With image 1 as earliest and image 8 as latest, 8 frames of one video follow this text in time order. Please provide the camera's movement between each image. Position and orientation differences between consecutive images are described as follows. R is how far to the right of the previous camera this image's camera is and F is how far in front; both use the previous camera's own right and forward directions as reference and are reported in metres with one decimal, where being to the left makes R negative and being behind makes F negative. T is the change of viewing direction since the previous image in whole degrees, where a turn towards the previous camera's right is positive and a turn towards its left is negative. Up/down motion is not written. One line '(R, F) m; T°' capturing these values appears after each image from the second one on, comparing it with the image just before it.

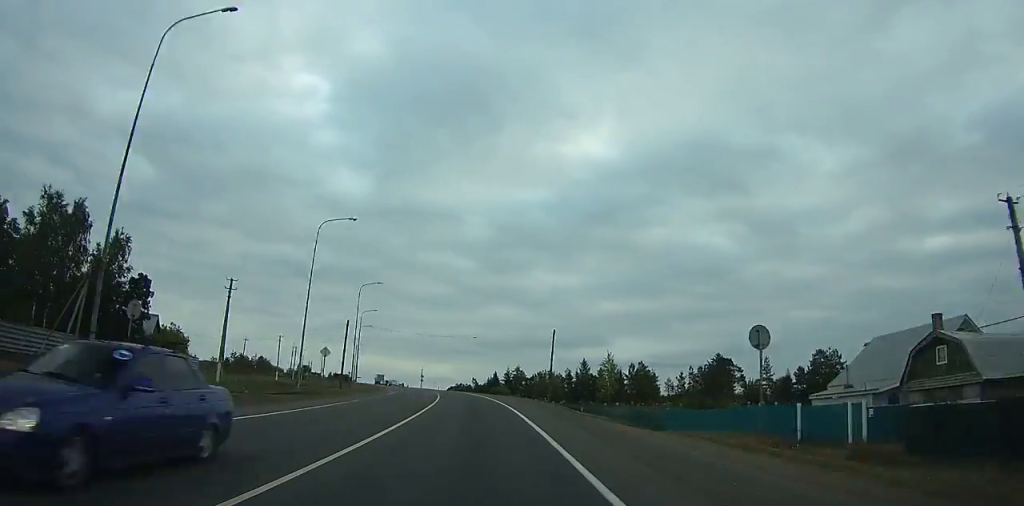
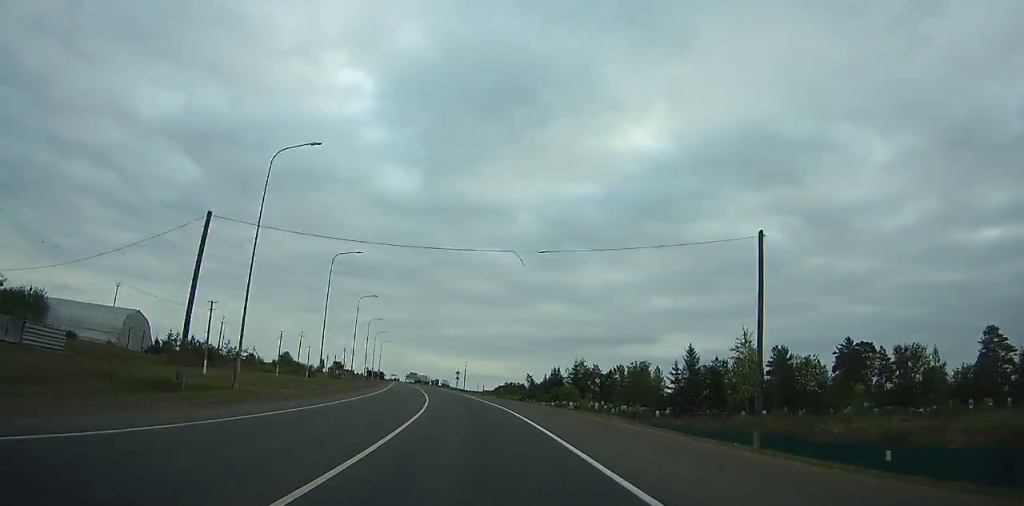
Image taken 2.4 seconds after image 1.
(-1.8, +40.7) m; -5°
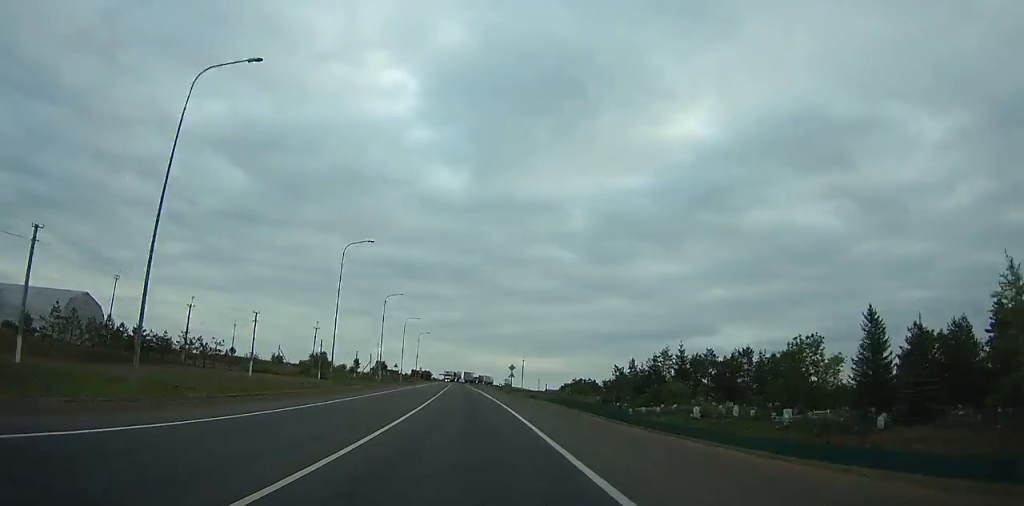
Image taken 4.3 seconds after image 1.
(-0.1, +32.6) m; -4°
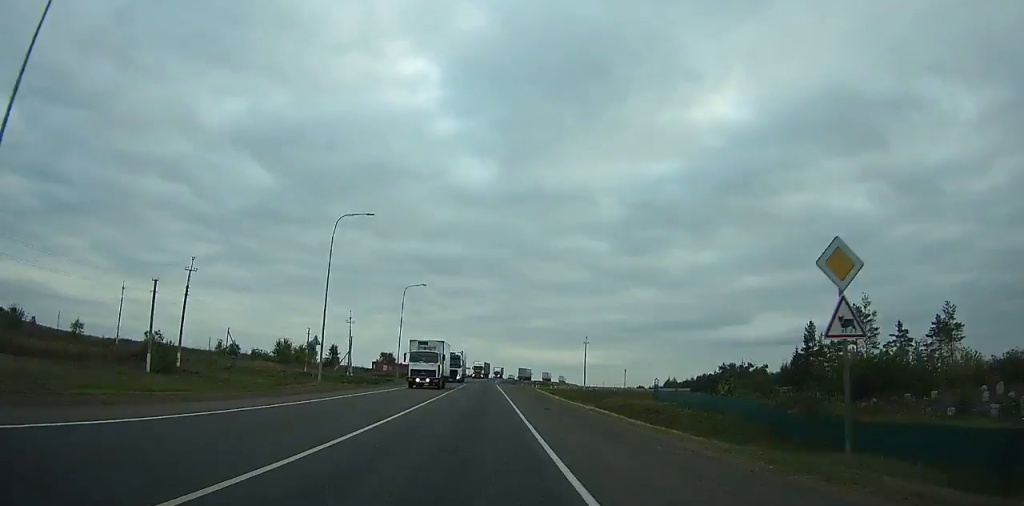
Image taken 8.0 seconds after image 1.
(-5.0, +65.5) m; -5°
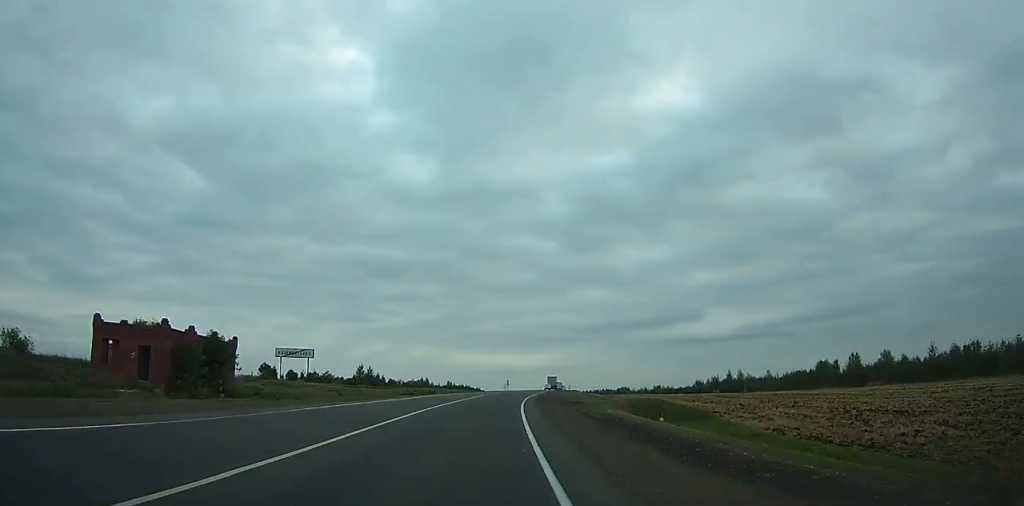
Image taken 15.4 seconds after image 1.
(-1.8, +139.5) m; +3°
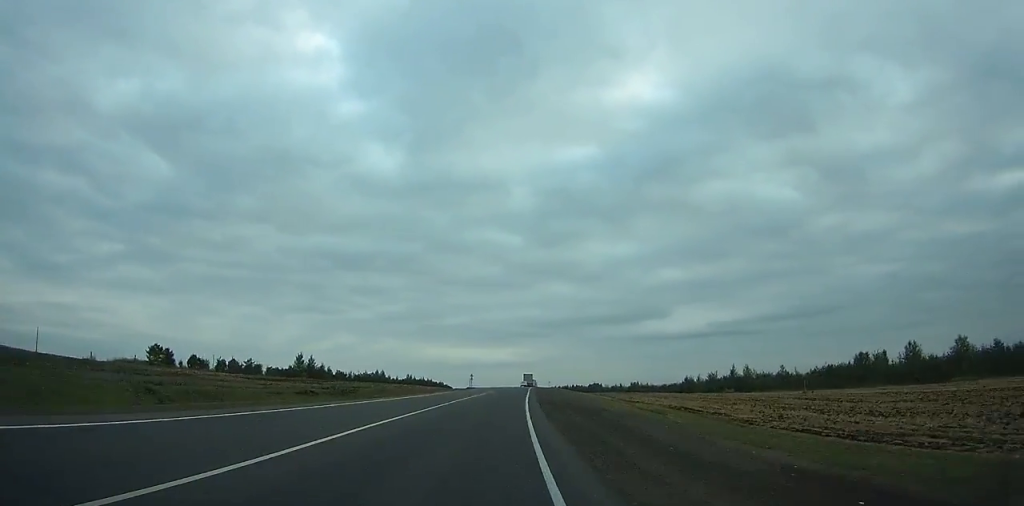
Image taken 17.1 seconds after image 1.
(+0.8, +33.7) m; +3°
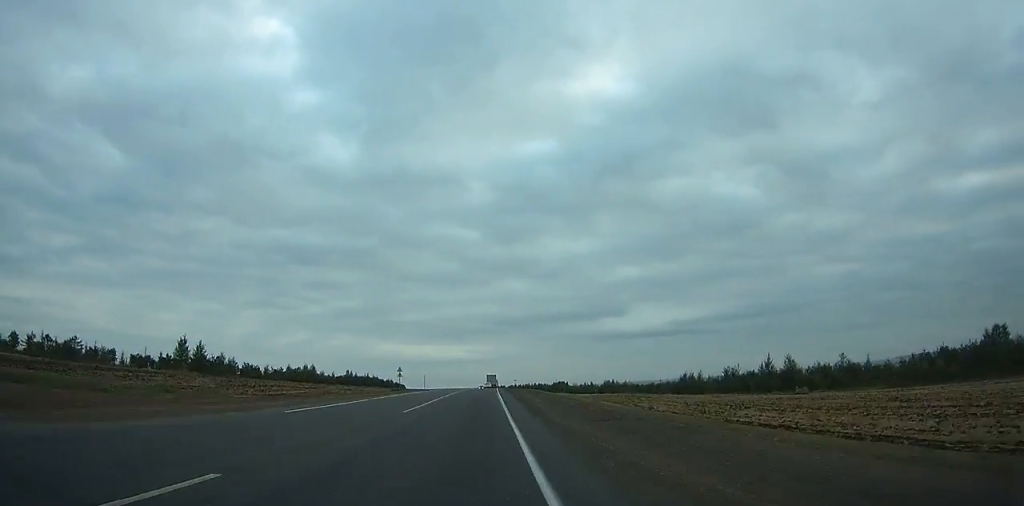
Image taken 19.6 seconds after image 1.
(+2.1, +50.7) m; +4°
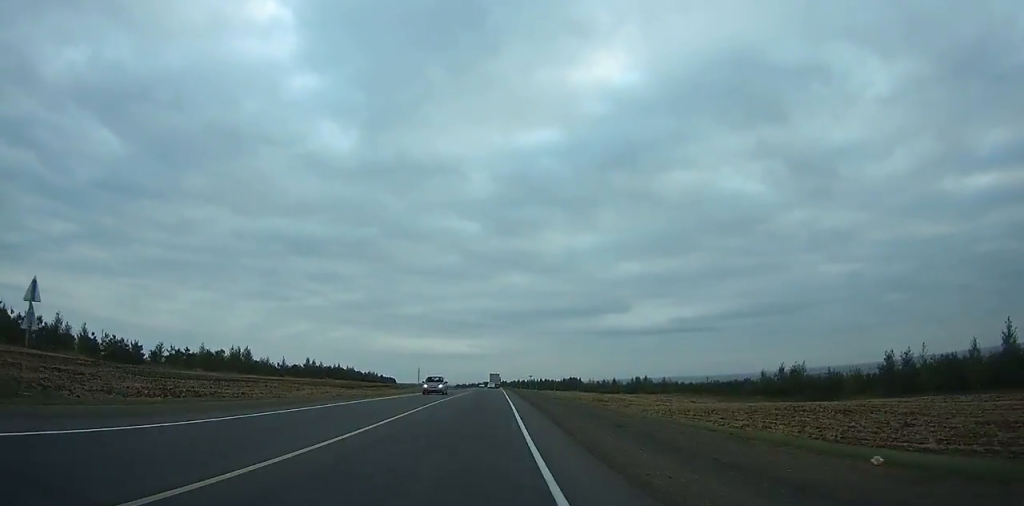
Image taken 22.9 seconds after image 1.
(+2.2, +69.6) m; +2°
